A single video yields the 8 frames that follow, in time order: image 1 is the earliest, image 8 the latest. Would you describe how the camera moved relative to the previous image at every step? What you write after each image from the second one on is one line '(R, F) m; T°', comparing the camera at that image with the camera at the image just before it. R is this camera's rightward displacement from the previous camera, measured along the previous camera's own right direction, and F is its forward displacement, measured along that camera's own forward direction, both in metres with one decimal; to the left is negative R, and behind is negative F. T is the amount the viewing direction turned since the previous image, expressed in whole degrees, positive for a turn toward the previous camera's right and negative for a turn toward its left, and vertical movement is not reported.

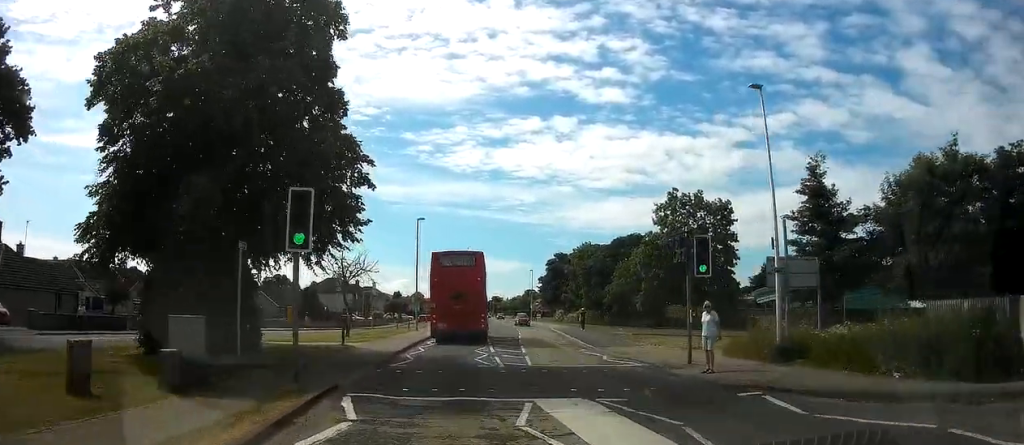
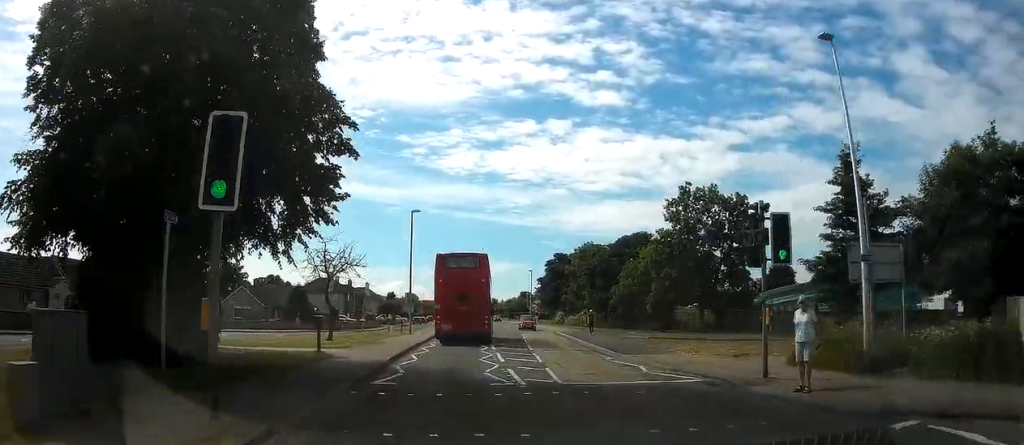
(0.0, +3.9) m; 0°
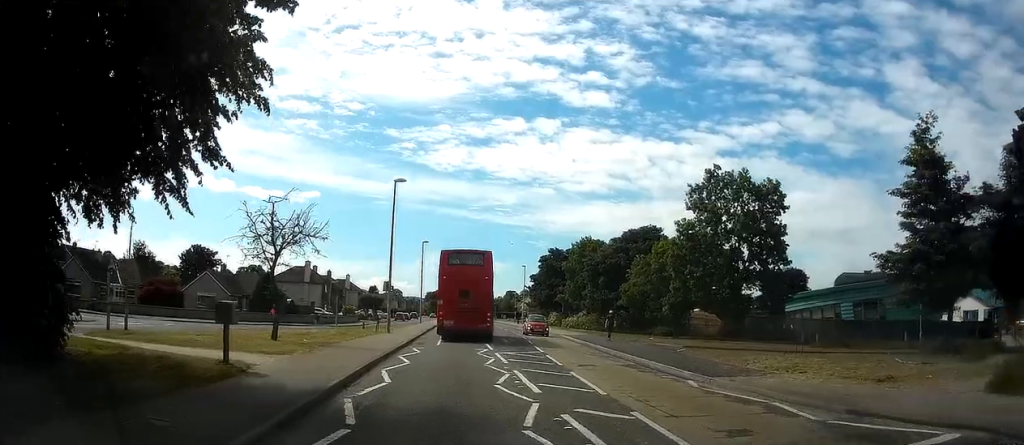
(0.0, +7.2) m; 0°
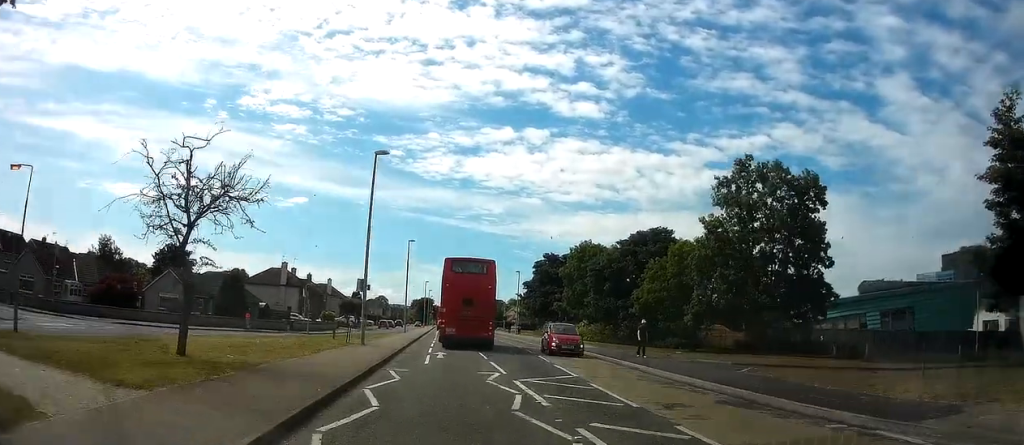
(0.0, +6.5) m; +4°
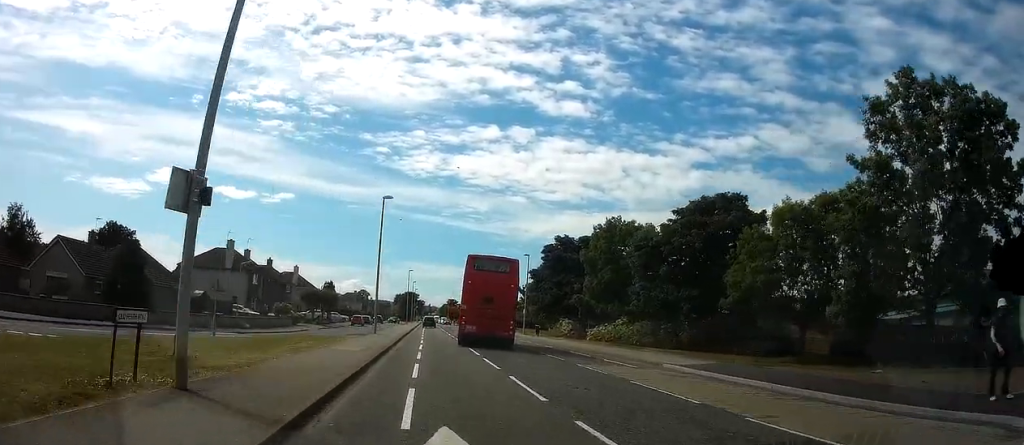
(+1.2, +16.8) m; +3°
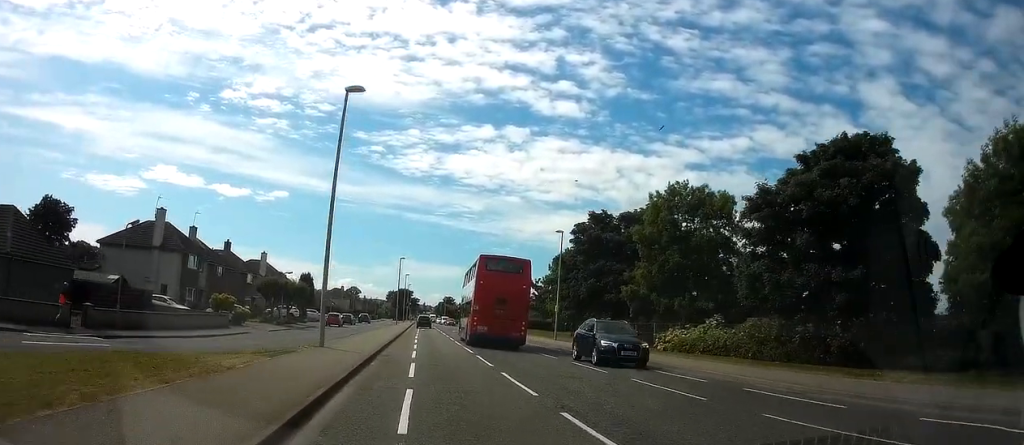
(-0.4, +17.3) m; -1°
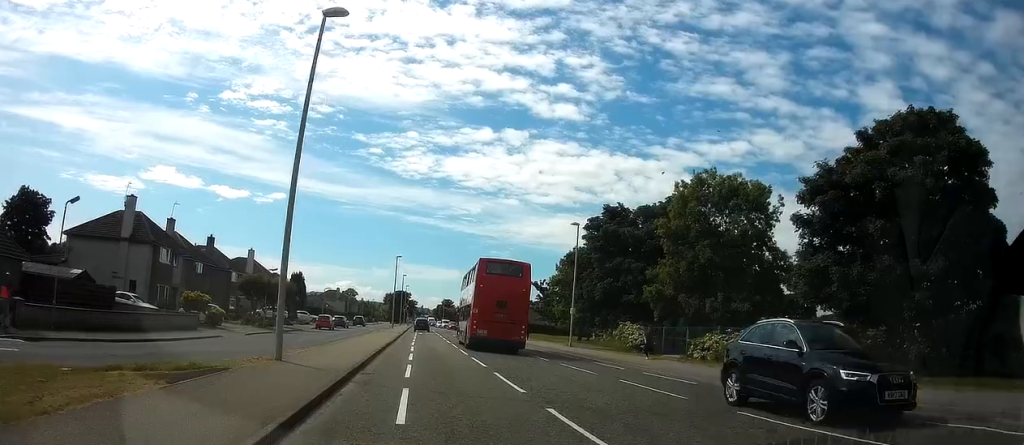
(0.0, +5.3) m; 0°
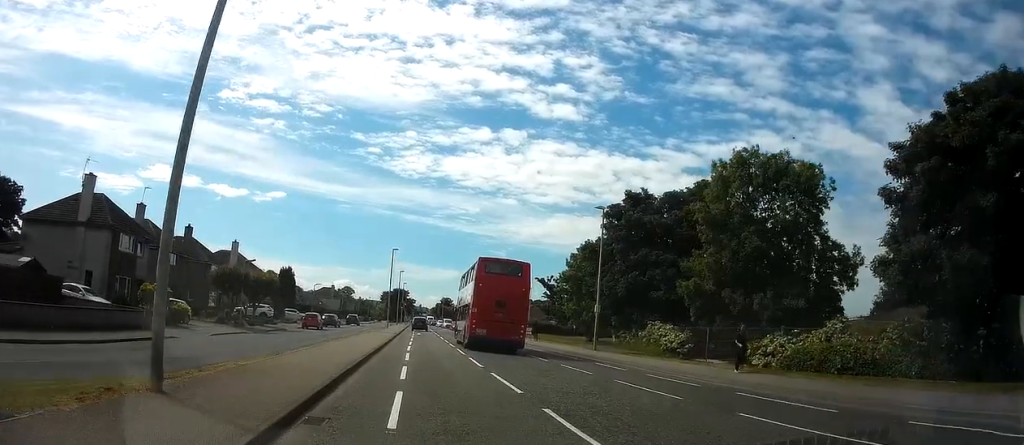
(0.0, +6.2) m; +2°
